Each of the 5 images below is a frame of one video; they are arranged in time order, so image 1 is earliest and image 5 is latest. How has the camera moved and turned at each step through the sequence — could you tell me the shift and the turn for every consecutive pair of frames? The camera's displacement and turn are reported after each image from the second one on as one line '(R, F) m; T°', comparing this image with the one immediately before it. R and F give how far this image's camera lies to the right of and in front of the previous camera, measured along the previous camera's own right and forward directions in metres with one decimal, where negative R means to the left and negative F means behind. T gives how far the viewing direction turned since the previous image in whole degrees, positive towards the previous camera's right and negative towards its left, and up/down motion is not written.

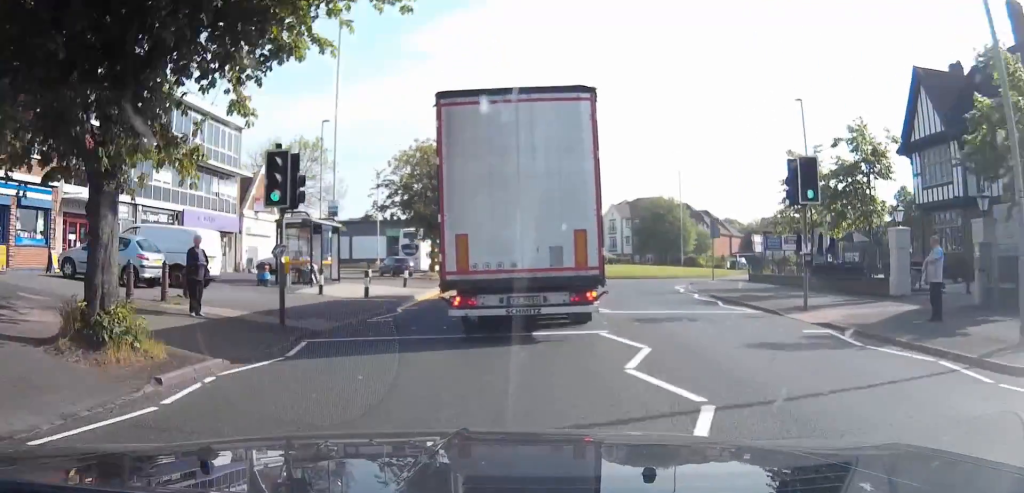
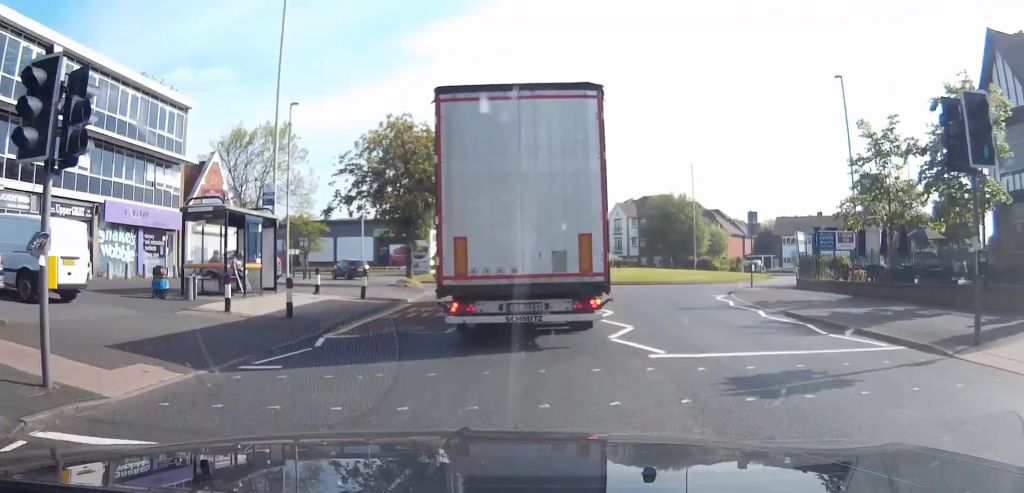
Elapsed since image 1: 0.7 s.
(0.0, +7.5) m; 0°
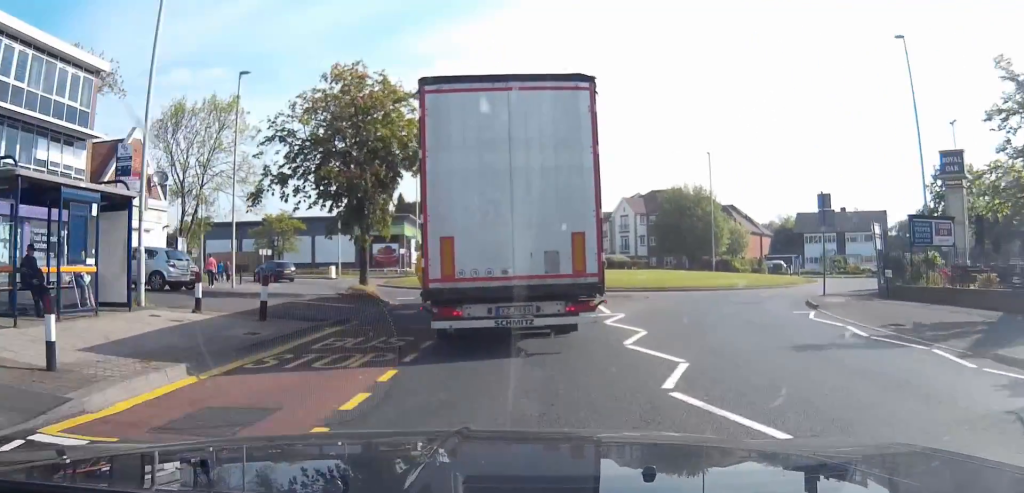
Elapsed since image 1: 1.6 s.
(0.0, +9.7) m; -2°
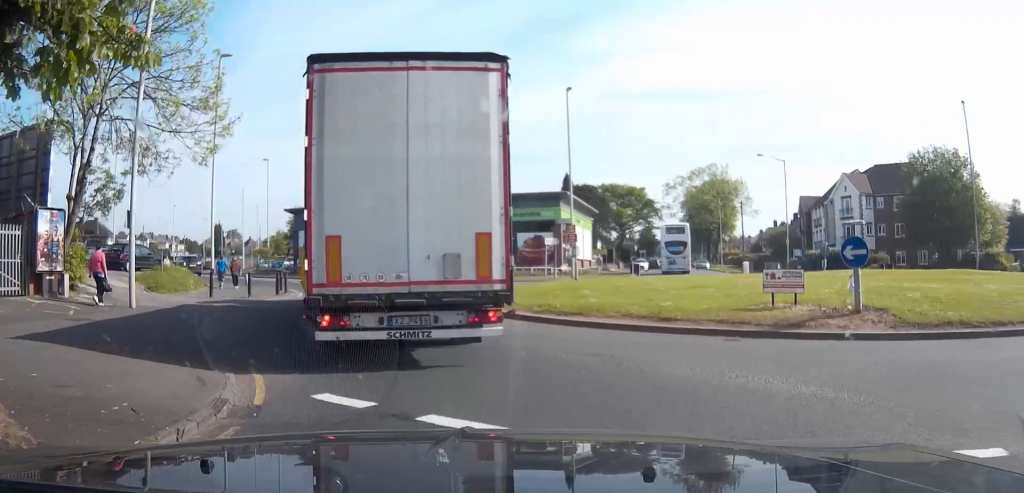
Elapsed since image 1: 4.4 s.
(-1.5, +23.9) m; -9°
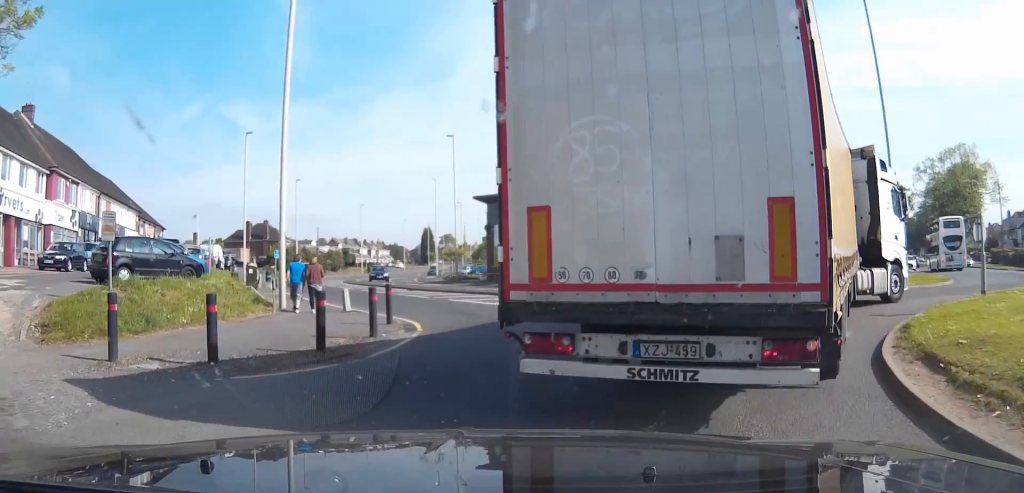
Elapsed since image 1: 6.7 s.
(-3.2, +17.5) m; -14°
